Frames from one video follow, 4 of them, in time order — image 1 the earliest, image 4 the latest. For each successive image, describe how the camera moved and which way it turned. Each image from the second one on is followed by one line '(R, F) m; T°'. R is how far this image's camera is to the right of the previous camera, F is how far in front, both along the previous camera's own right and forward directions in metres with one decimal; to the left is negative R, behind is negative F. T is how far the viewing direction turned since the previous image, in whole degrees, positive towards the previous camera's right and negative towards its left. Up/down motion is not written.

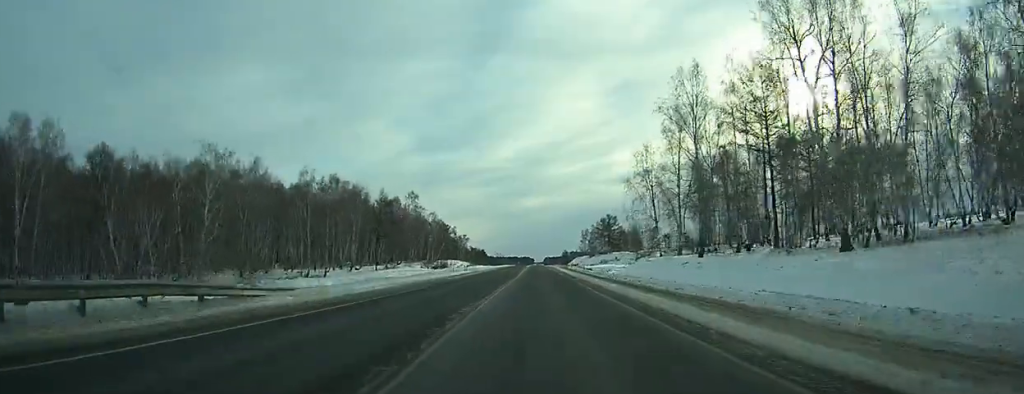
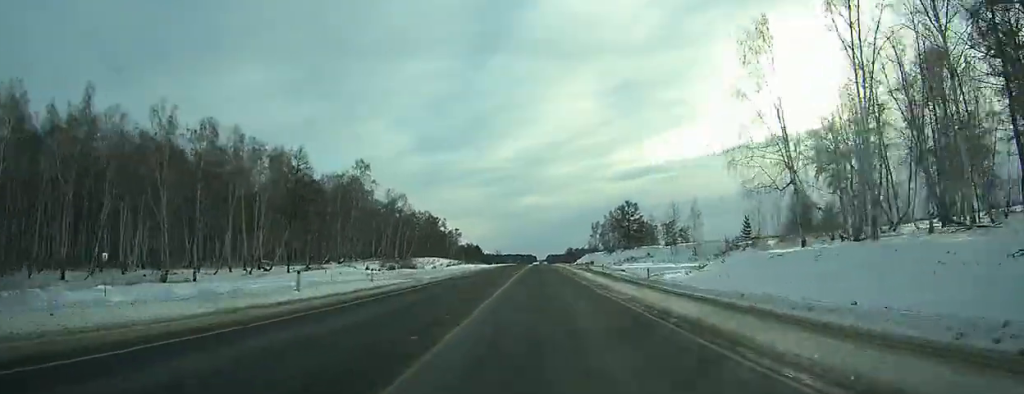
(+2.2, +37.9) m; +4°
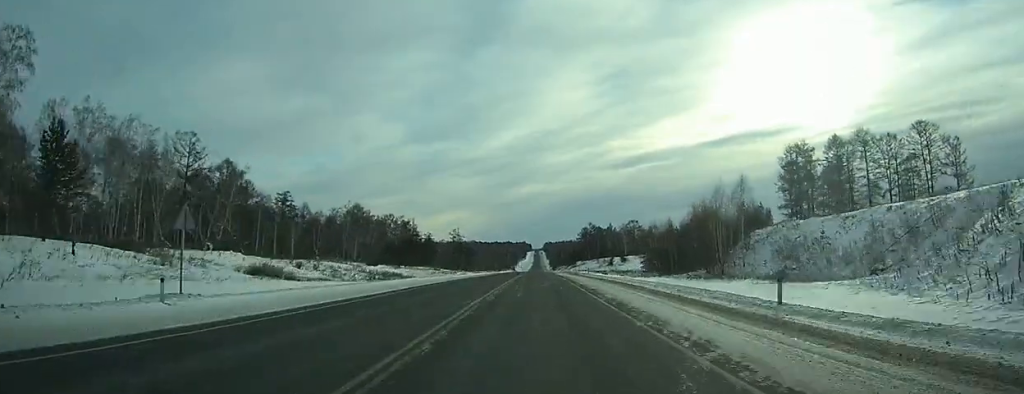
(+8.9, +246.7) m; +2°
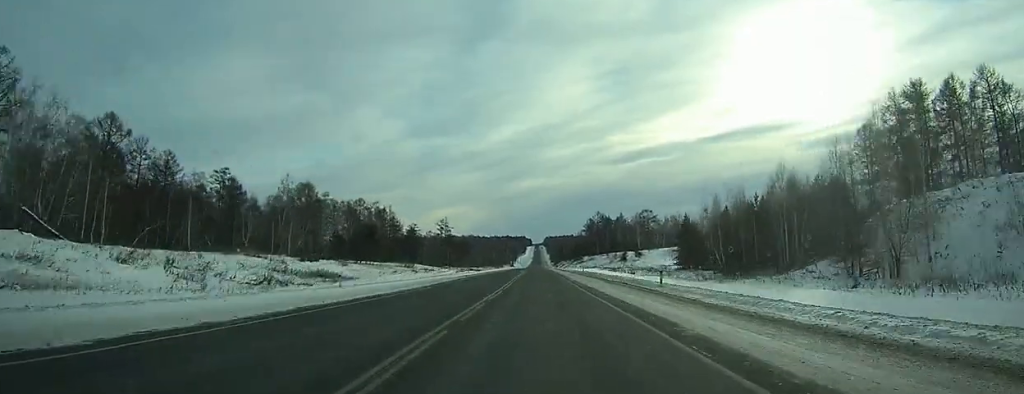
(0.0, +38.7) m; 0°
